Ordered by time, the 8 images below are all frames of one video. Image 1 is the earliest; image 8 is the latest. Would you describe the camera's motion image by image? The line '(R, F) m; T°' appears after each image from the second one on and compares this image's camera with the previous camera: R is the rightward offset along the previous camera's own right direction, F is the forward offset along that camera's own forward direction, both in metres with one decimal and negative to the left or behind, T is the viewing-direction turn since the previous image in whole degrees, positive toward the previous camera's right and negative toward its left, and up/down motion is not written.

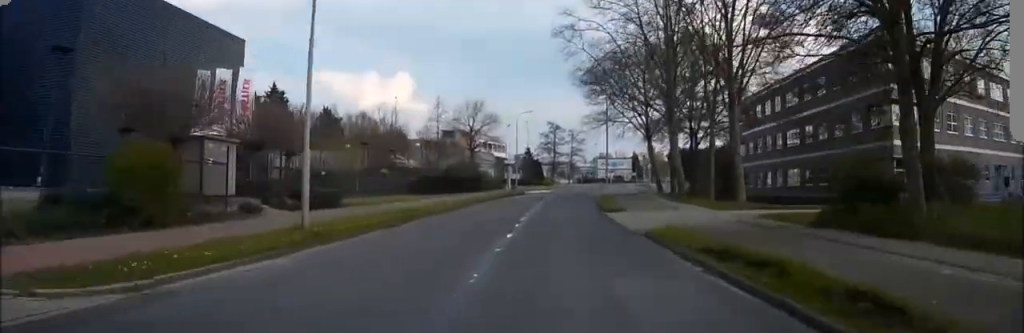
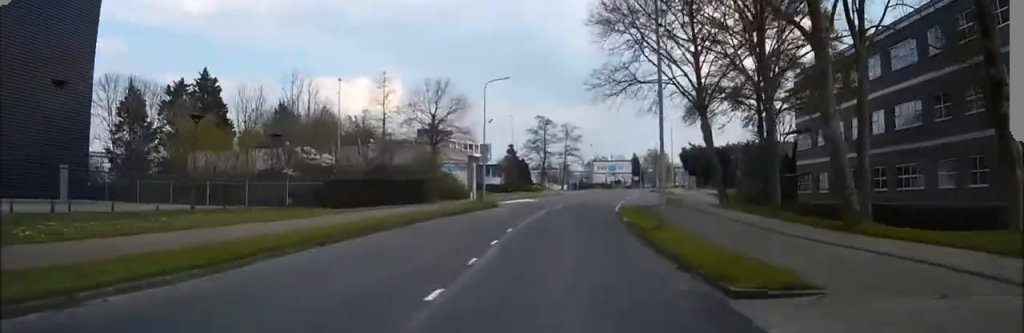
(+0.7, +24.8) m; +1°
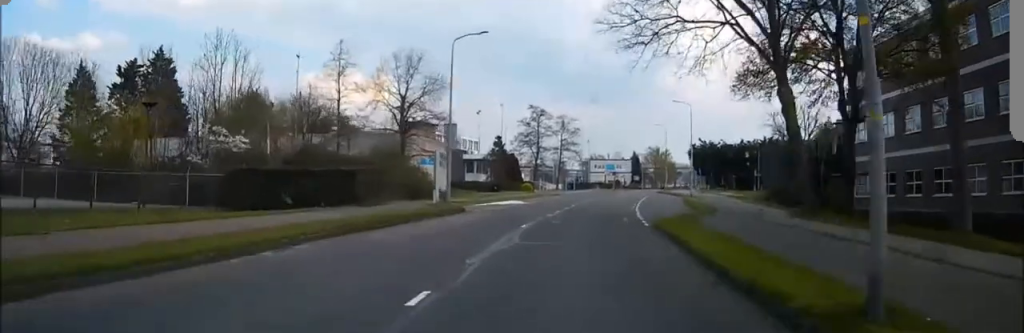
(-0.1, +13.0) m; -1°
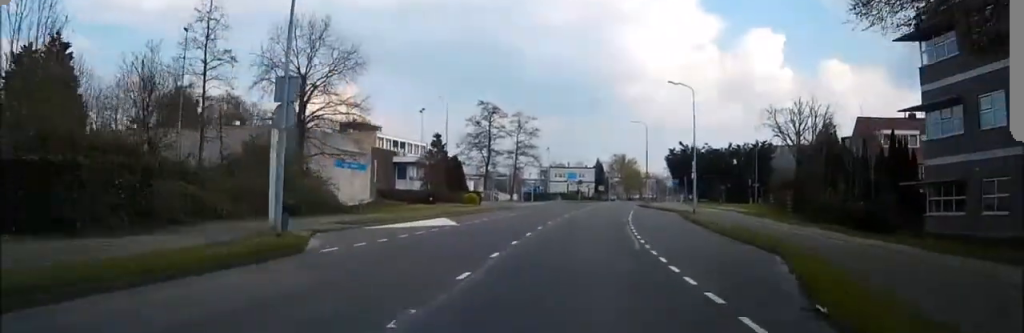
(-0.1, +16.5) m; +1°
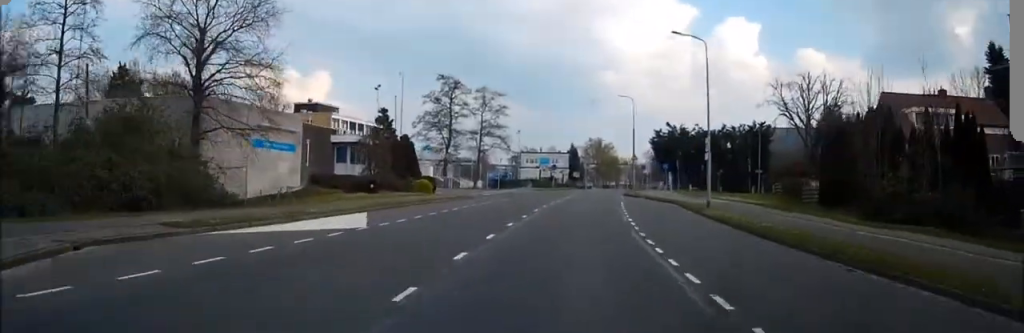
(+0.2, +11.0) m; +1°
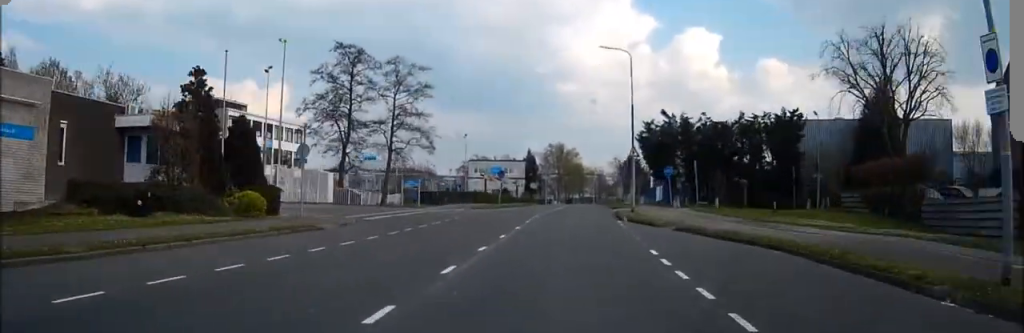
(+0.7, +24.7) m; +4°
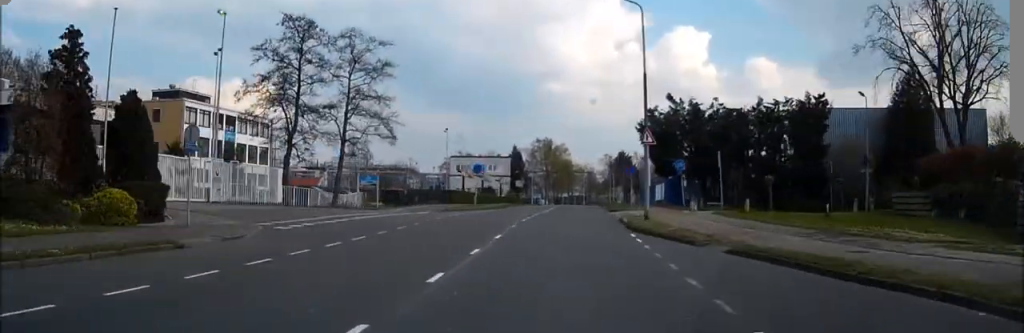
(+0.2, +9.2) m; +2°
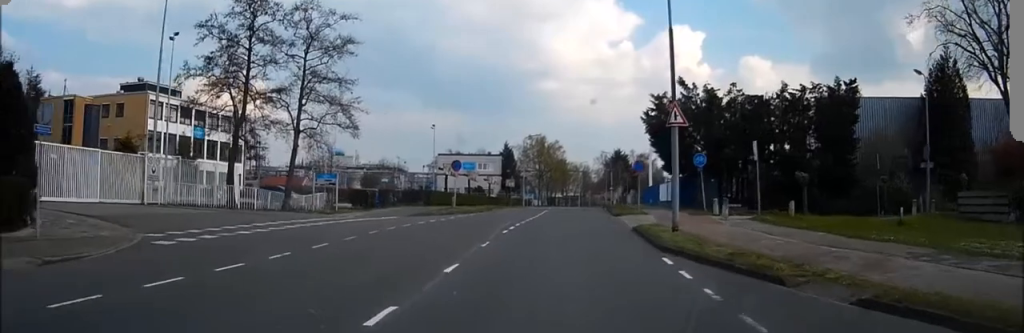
(+0.1, +6.9) m; 0°
